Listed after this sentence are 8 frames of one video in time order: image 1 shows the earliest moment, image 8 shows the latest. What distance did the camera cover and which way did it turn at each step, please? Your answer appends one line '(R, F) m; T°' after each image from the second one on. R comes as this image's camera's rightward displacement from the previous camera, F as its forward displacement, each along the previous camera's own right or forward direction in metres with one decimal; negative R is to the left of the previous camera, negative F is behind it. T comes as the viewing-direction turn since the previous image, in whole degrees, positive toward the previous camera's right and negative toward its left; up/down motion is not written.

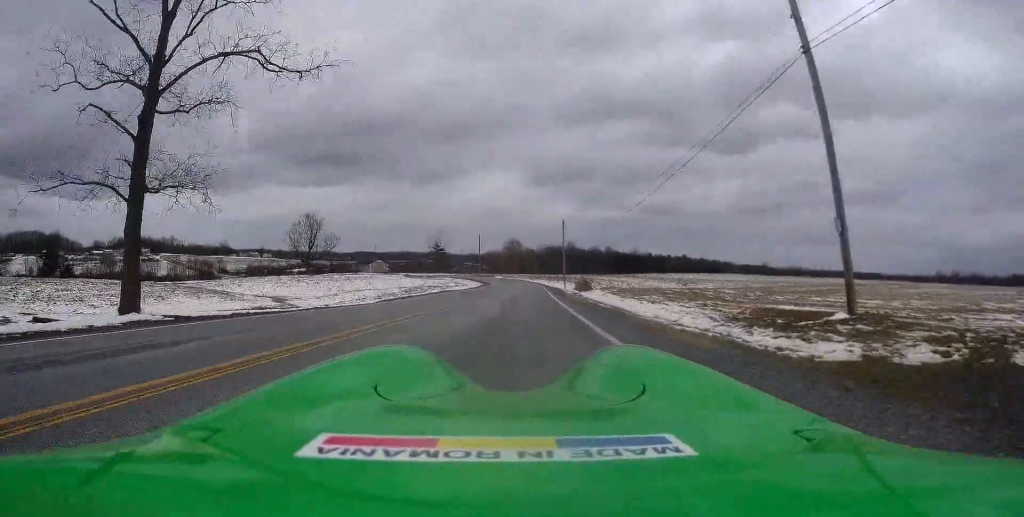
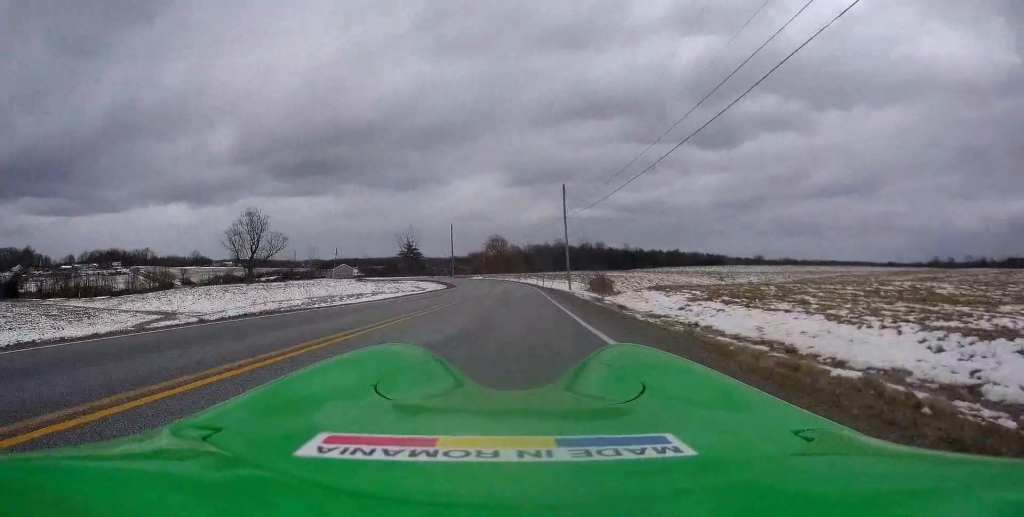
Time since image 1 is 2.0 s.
(+0.2, +31.5) m; +2°
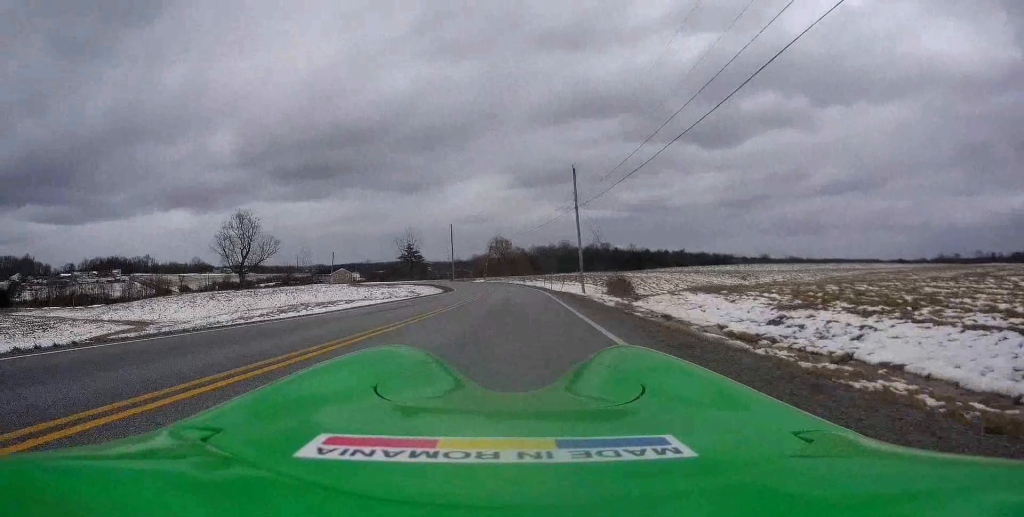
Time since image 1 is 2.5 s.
(+0.1, +8.0) m; 0°
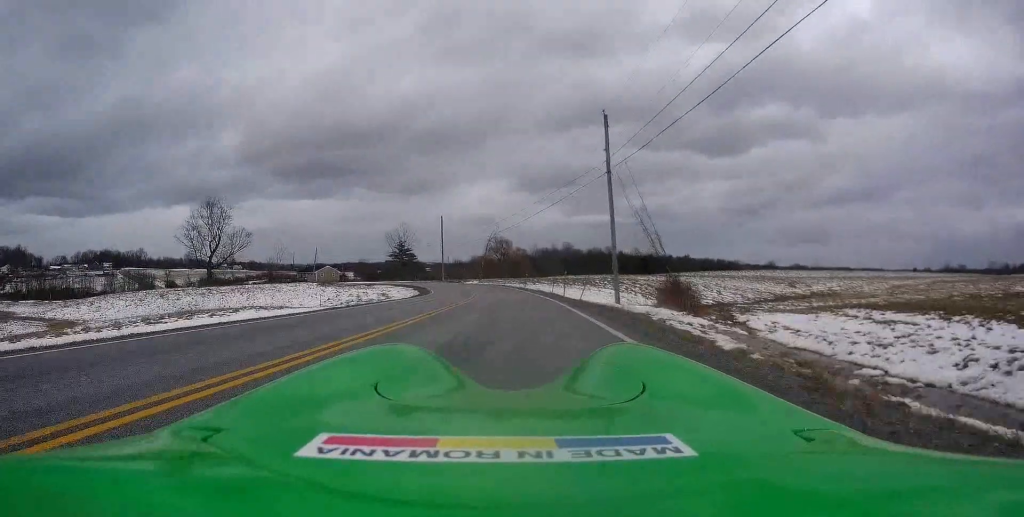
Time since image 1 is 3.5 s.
(+0.1, +16.6) m; -2°
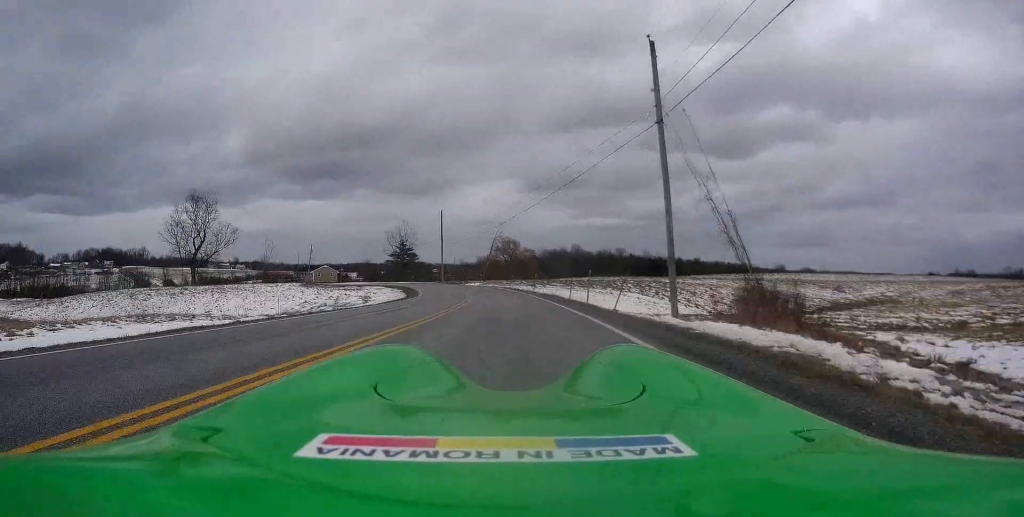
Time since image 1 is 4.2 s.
(-0.2, +9.9) m; -2°
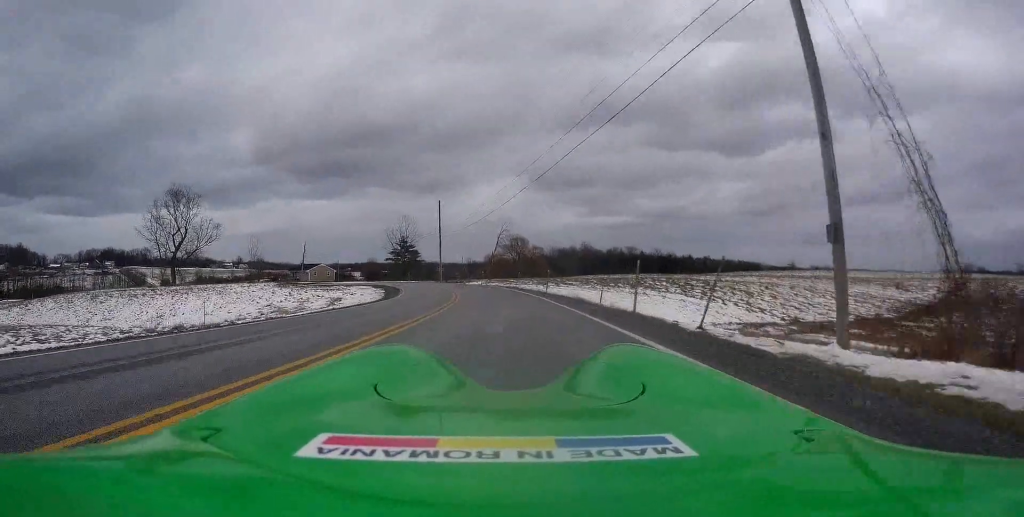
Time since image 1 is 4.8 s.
(-0.2, +10.7) m; +1°
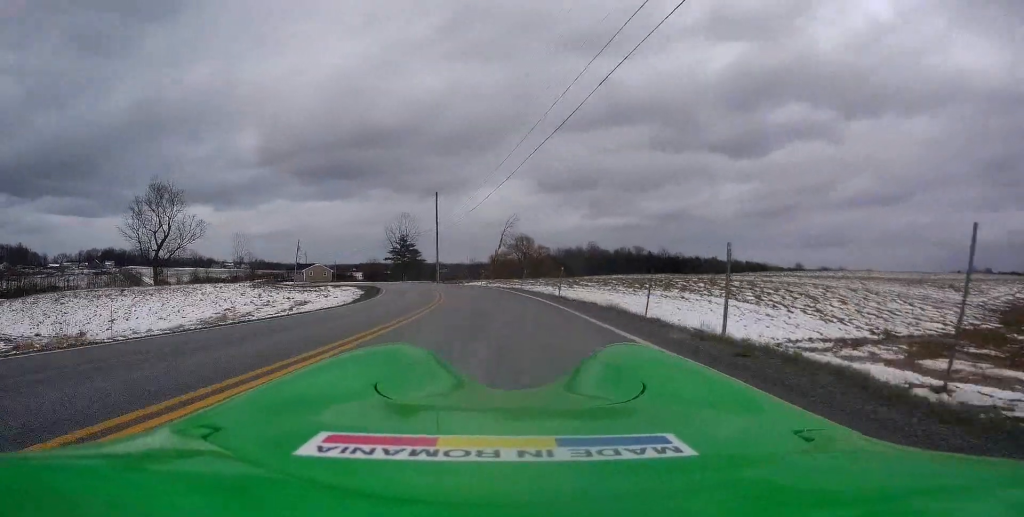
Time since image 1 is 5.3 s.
(-0.1, +8.0) m; 0°
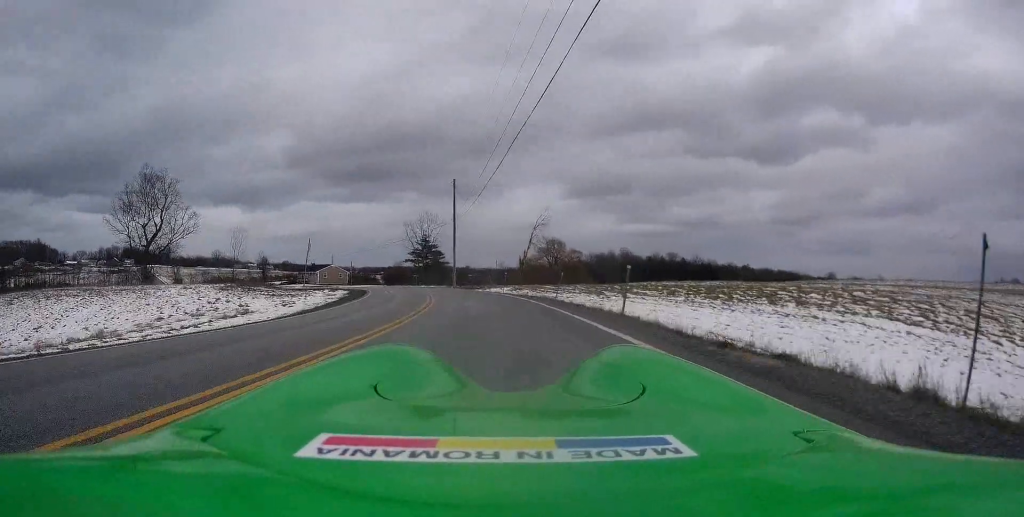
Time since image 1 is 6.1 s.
(+0.6, +12.0) m; -1°
